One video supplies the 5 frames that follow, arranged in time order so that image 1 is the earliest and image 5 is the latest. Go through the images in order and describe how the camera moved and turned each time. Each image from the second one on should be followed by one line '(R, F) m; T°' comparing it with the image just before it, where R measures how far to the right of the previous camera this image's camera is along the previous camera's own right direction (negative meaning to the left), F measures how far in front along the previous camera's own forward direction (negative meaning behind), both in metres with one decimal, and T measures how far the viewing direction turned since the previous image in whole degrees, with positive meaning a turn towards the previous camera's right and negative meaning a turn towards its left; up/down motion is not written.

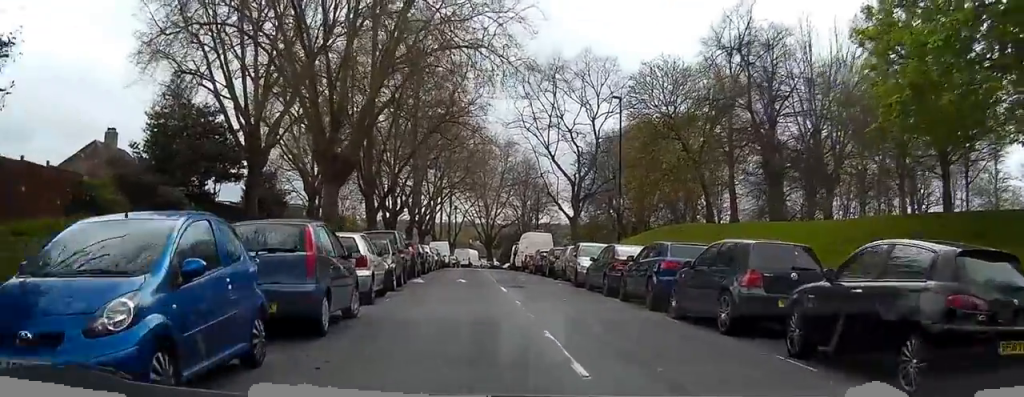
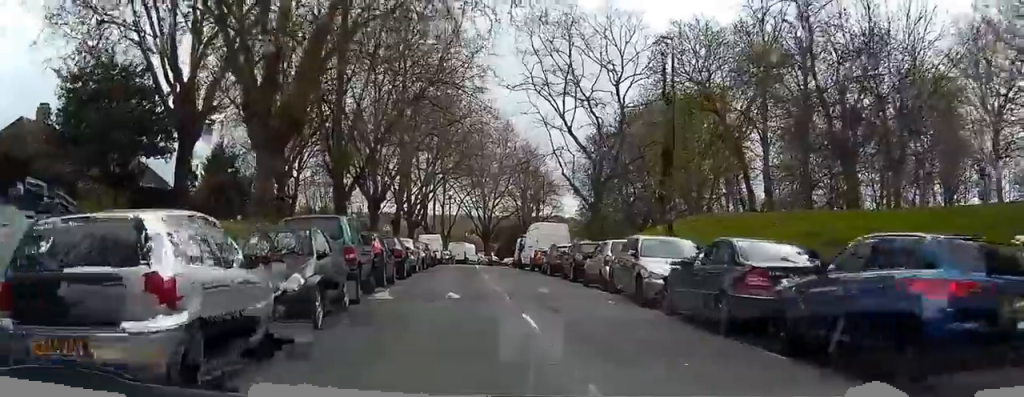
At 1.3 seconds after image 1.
(+0.1, +9.2) m; +2°
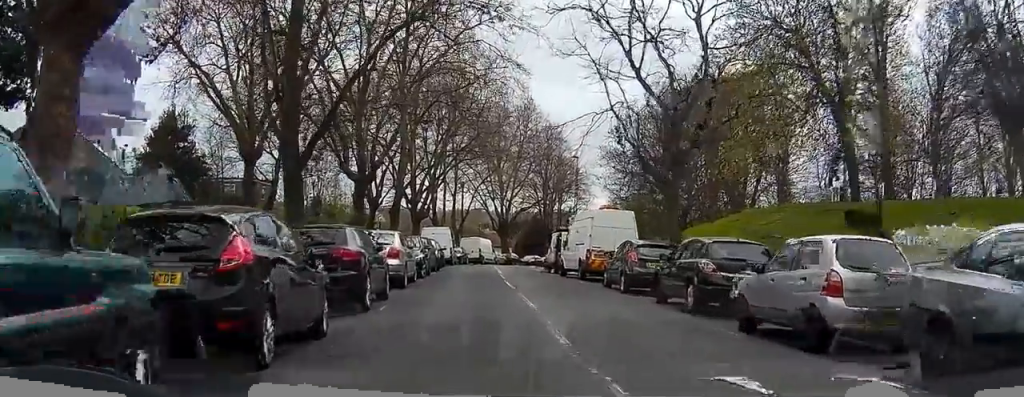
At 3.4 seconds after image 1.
(+0.2, +13.0) m; -2°
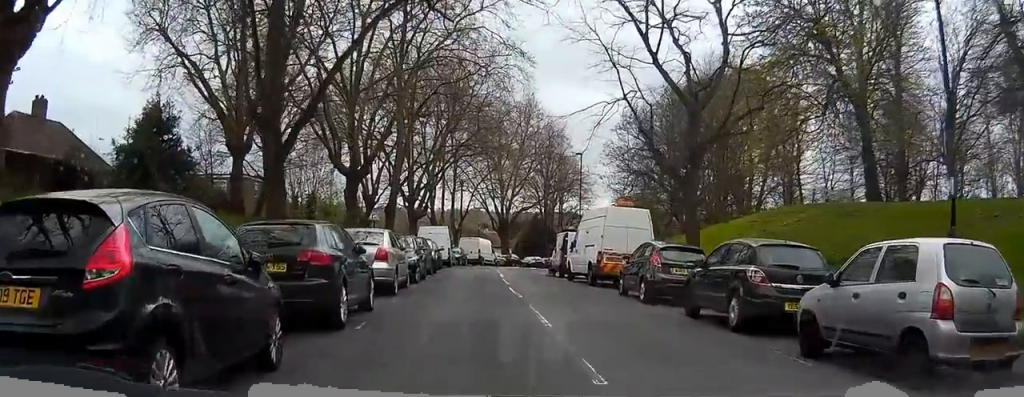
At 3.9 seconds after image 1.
(0.0, +2.5) m; -1°
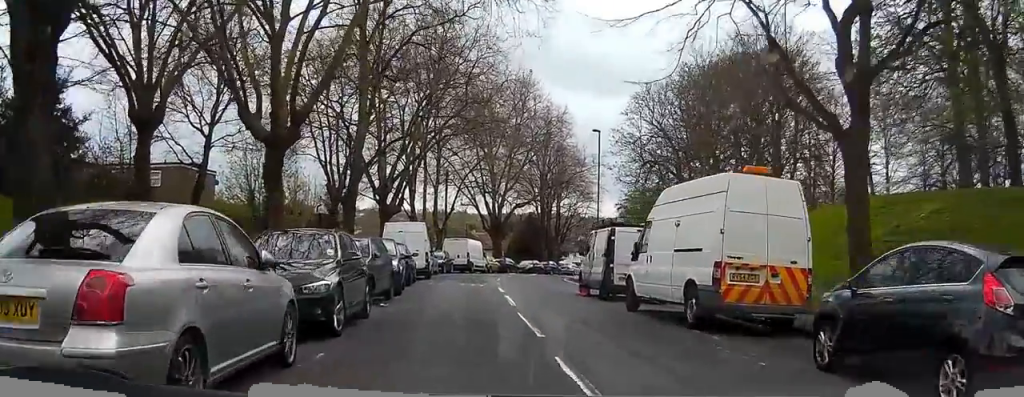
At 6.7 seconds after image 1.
(-0.3, +12.0) m; -2°
